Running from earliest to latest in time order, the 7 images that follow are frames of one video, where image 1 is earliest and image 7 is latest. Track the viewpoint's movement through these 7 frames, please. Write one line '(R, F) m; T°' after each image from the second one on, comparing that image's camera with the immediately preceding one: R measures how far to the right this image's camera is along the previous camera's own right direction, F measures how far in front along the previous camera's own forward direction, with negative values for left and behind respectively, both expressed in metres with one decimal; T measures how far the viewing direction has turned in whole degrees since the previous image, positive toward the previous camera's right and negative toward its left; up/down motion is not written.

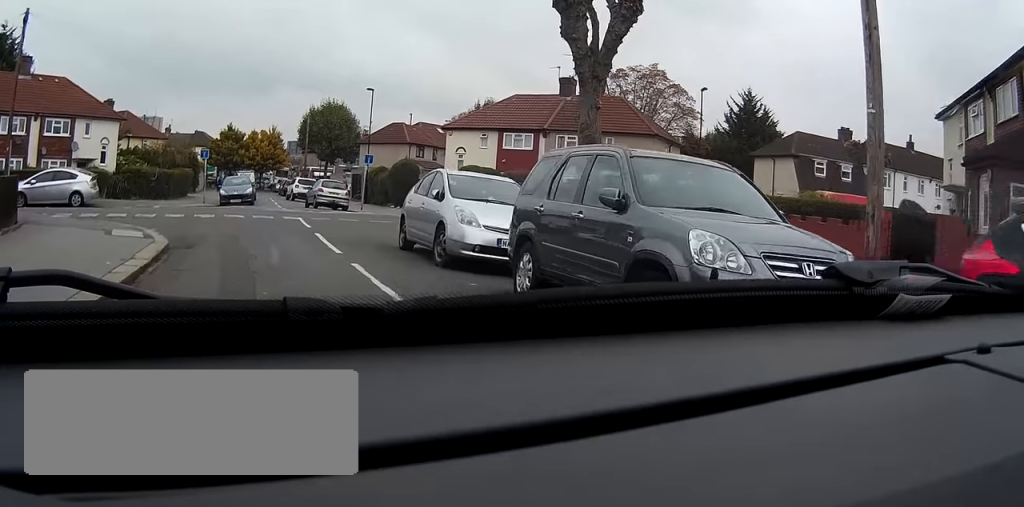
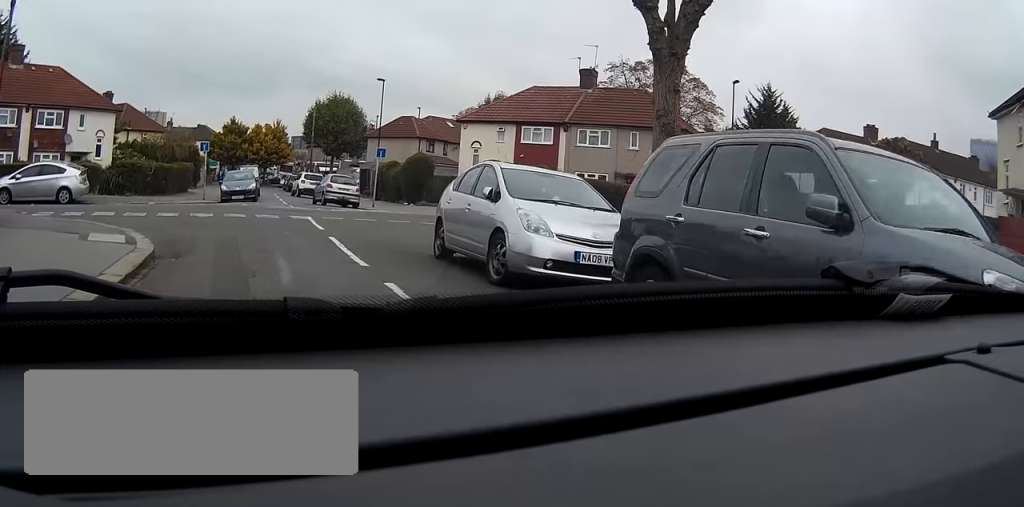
(+0.2, +2.5) m; +3°
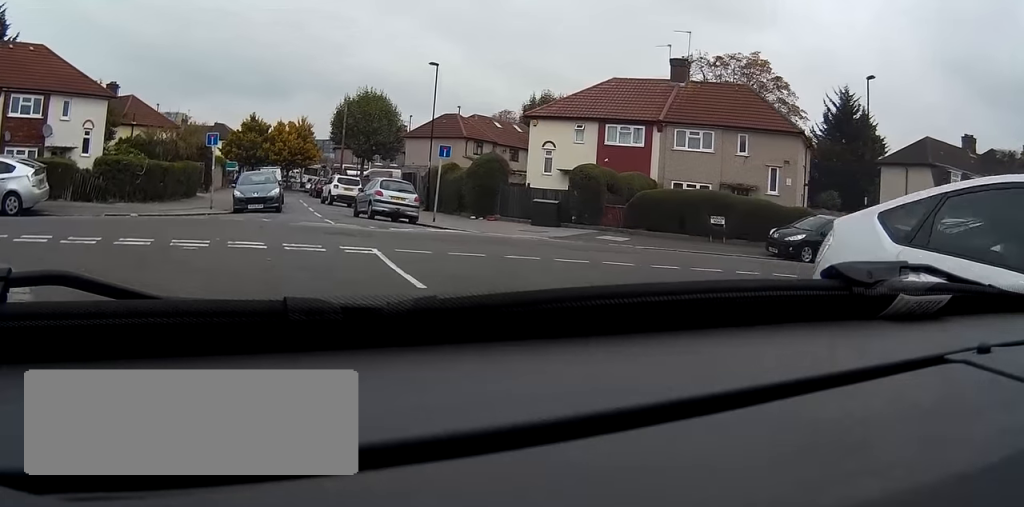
(+0.6, +8.3) m; +6°
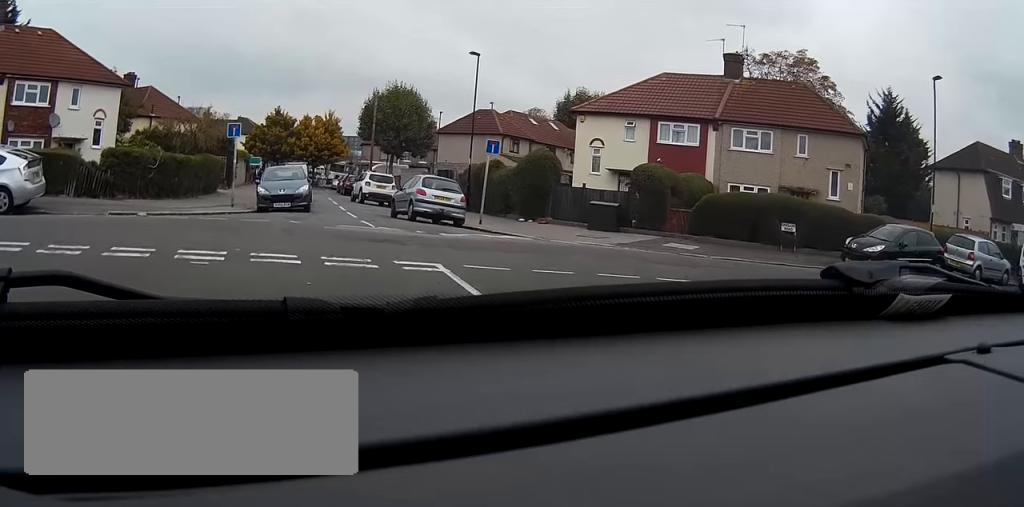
(+0.1, +2.8) m; -6°
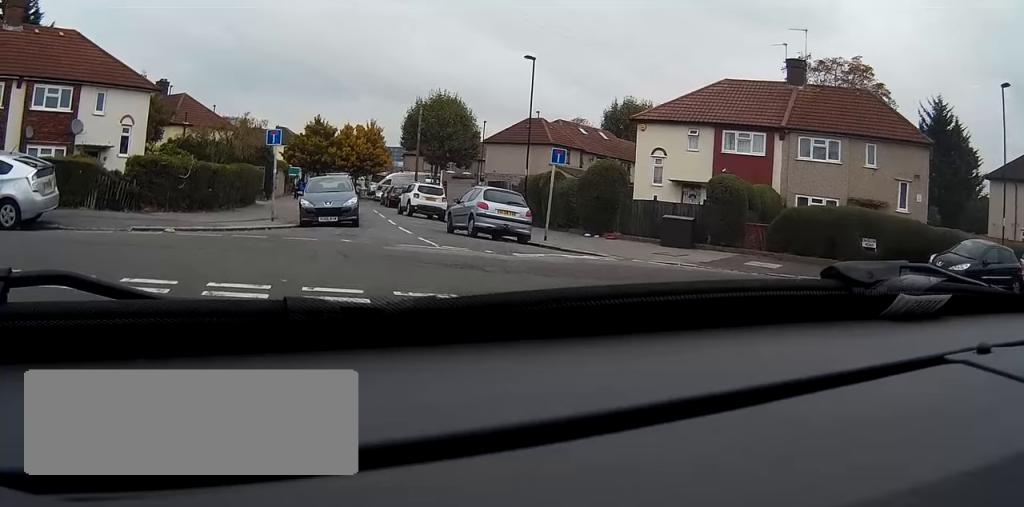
(-0.1, +2.3) m; -7°
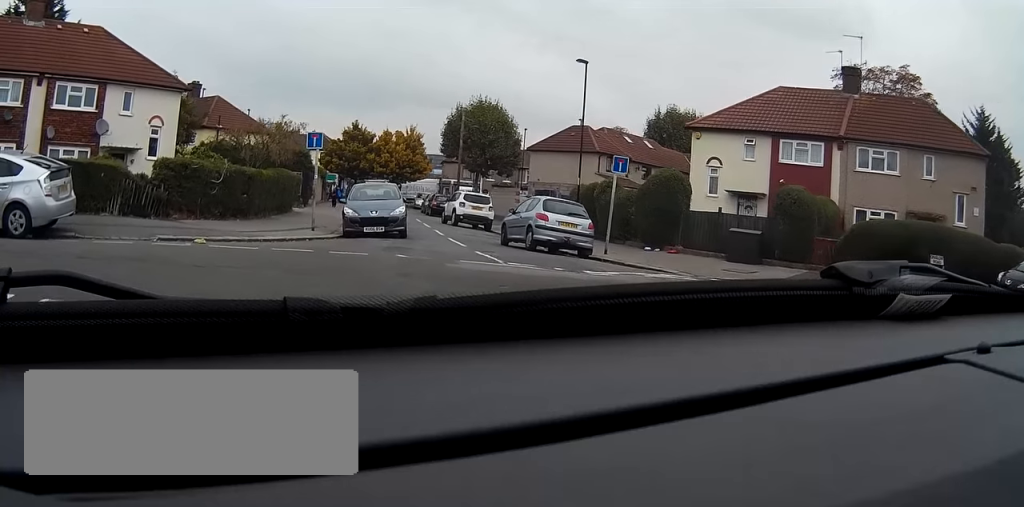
(-0.3, +1.8) m; -8°
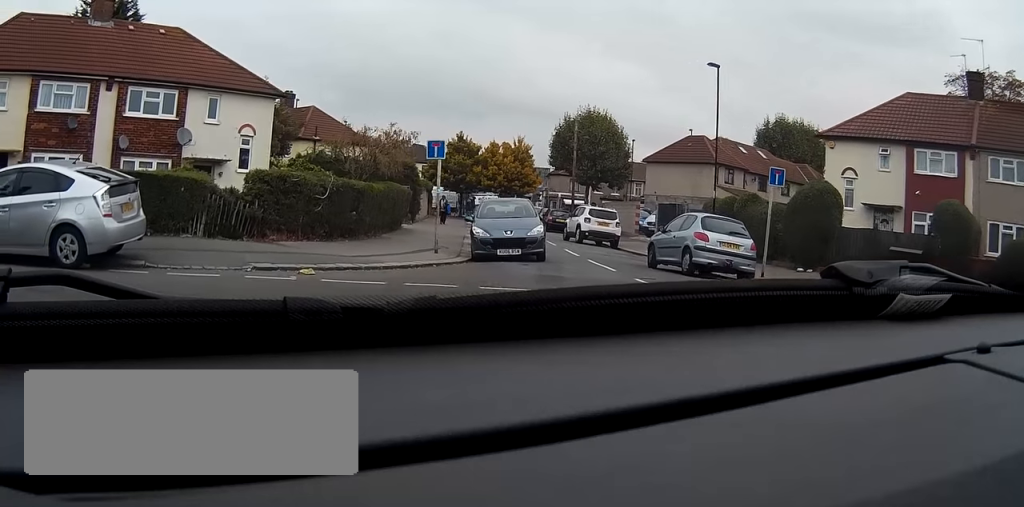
(-0.2, +3.2) m; -6°
